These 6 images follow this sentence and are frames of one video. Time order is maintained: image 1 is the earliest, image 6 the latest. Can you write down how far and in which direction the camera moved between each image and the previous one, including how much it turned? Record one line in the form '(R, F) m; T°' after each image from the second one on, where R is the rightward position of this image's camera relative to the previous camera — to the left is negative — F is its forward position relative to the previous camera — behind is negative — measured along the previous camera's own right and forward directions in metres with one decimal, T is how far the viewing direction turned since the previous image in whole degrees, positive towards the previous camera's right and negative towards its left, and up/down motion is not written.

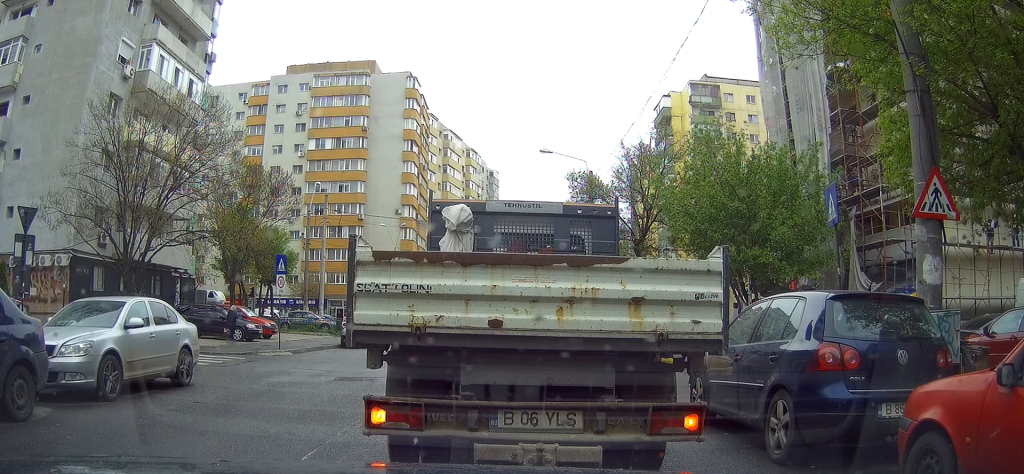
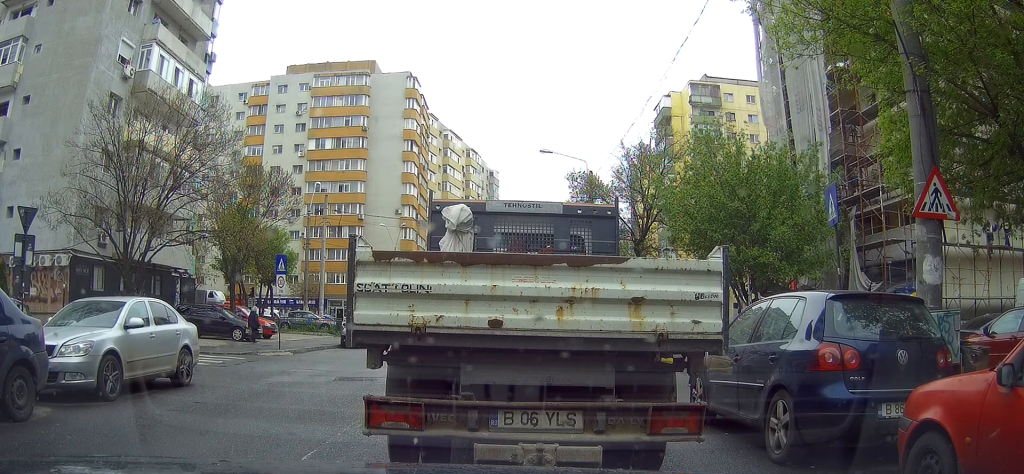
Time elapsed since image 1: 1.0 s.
(0.0, 0.0) m; 0°
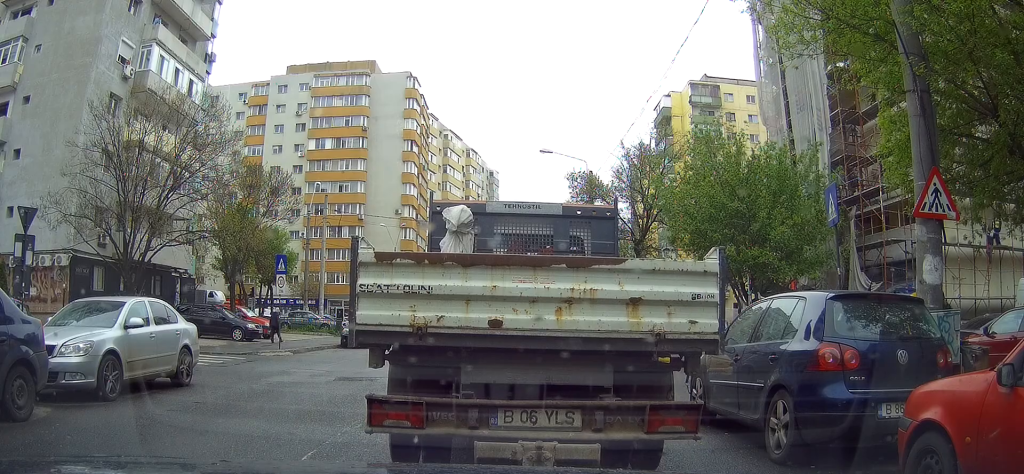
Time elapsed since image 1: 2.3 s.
(0.0, 0.0) m; 0°
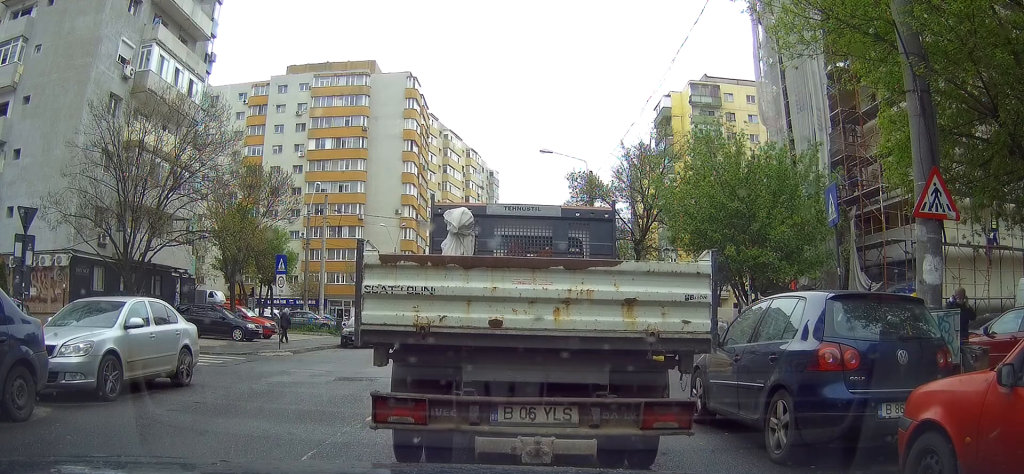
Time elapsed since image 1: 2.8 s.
(0.0, 0.0) m; 0°
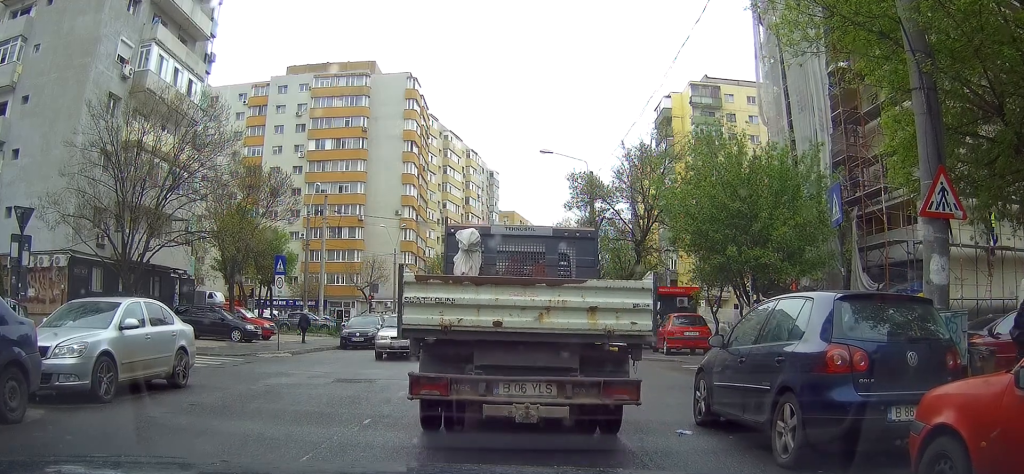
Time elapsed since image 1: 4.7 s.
(0.0, 0.0) m; 0°
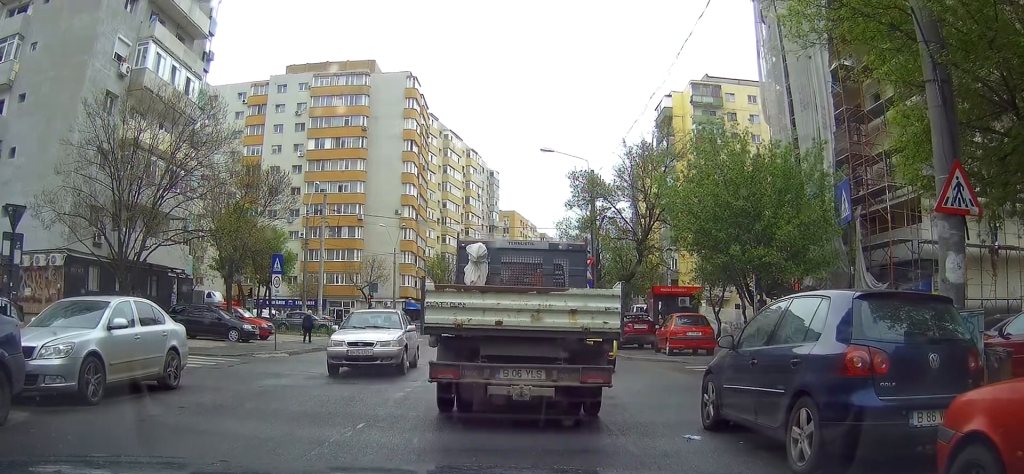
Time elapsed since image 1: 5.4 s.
(0.0, +0.2) m; 0°
